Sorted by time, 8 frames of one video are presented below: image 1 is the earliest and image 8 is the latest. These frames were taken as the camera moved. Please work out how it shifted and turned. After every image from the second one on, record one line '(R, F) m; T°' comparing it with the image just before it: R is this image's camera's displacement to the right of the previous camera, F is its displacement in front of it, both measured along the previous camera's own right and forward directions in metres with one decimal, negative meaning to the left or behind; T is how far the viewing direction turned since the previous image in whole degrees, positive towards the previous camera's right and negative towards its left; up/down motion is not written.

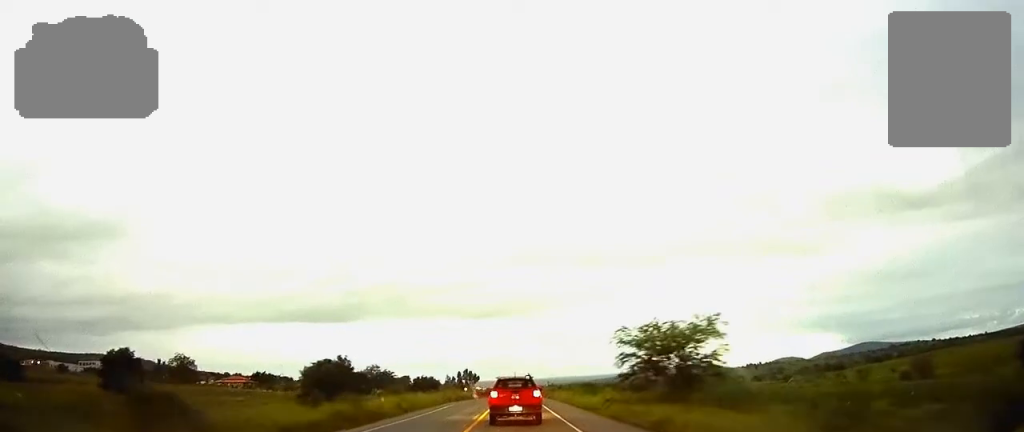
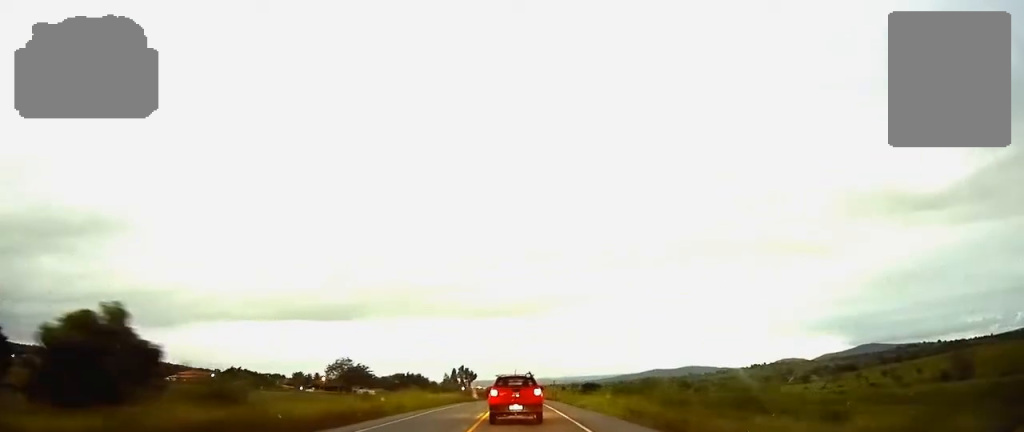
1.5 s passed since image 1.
(+0.1, +32.4) m; 0°
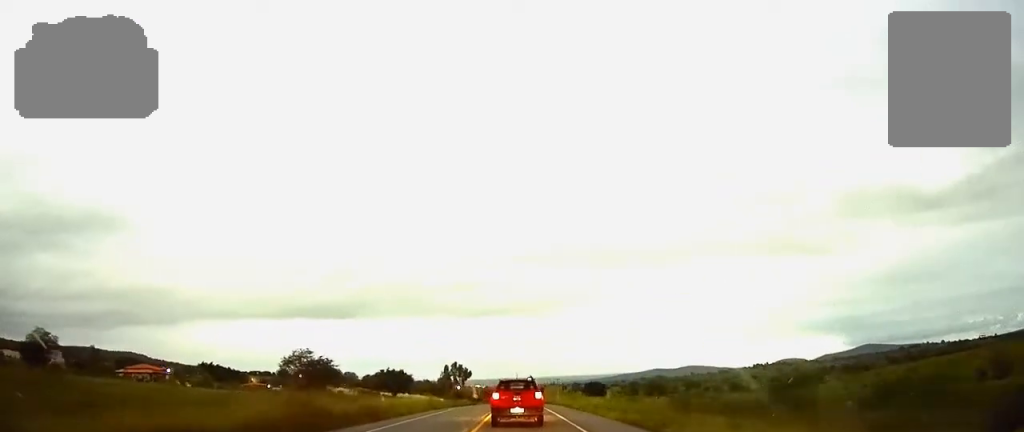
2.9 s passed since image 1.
(-0.1, +28.8) m; 0°
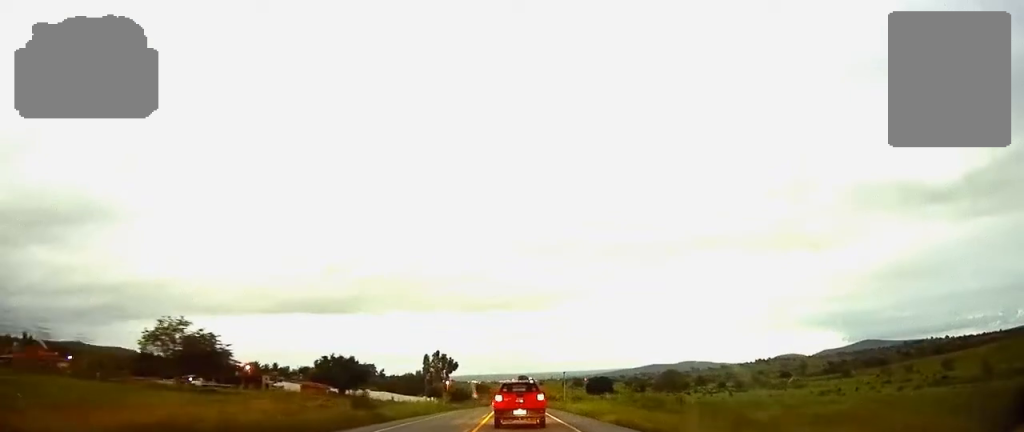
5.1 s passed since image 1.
(0.0, +46.5) m; 0°
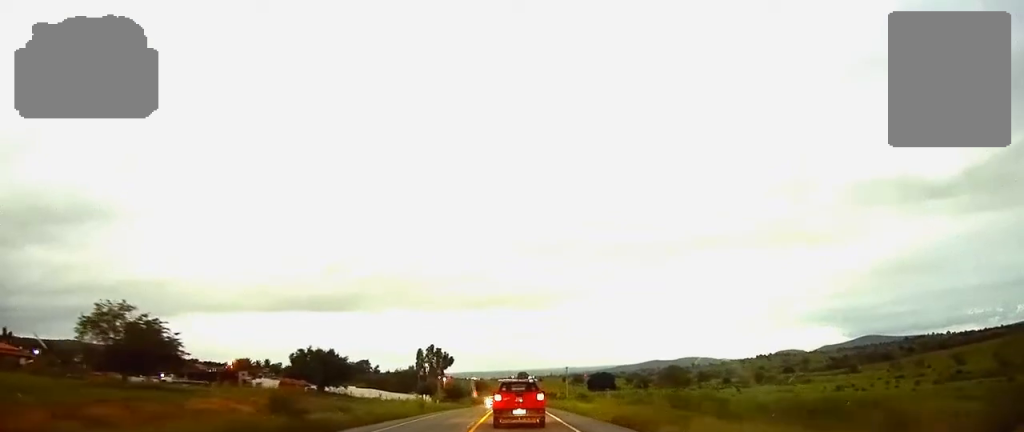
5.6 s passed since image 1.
(0.0, +12.5) m; 0°
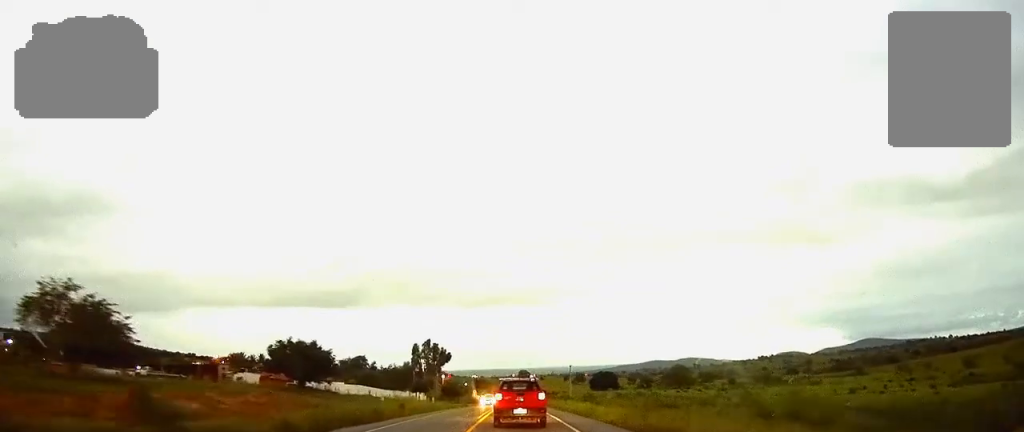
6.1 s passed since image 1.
(0.0, +9.7) m; 0°
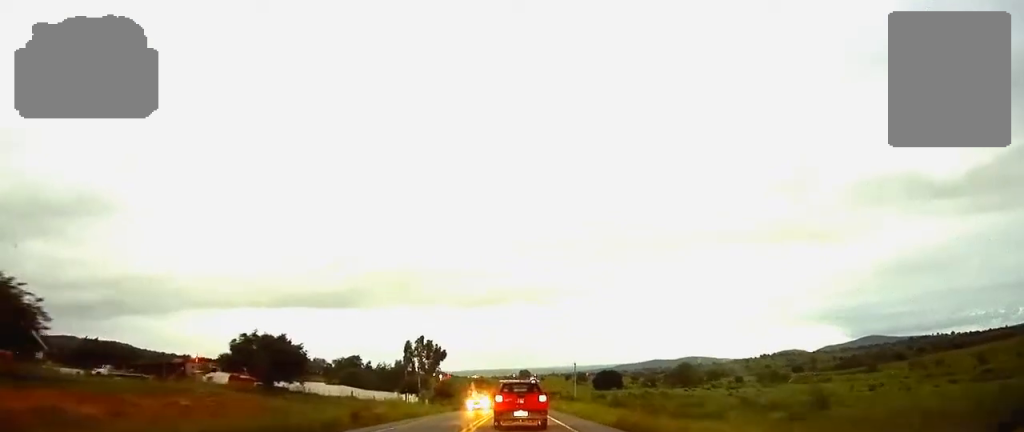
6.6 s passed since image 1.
(0.0, +12.8) m; 0°
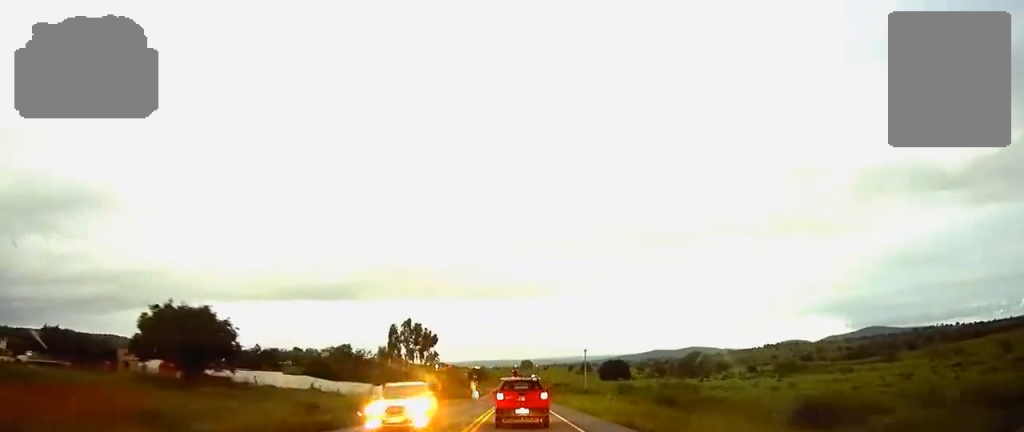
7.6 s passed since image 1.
(0.0, +21.4) m; 0°
